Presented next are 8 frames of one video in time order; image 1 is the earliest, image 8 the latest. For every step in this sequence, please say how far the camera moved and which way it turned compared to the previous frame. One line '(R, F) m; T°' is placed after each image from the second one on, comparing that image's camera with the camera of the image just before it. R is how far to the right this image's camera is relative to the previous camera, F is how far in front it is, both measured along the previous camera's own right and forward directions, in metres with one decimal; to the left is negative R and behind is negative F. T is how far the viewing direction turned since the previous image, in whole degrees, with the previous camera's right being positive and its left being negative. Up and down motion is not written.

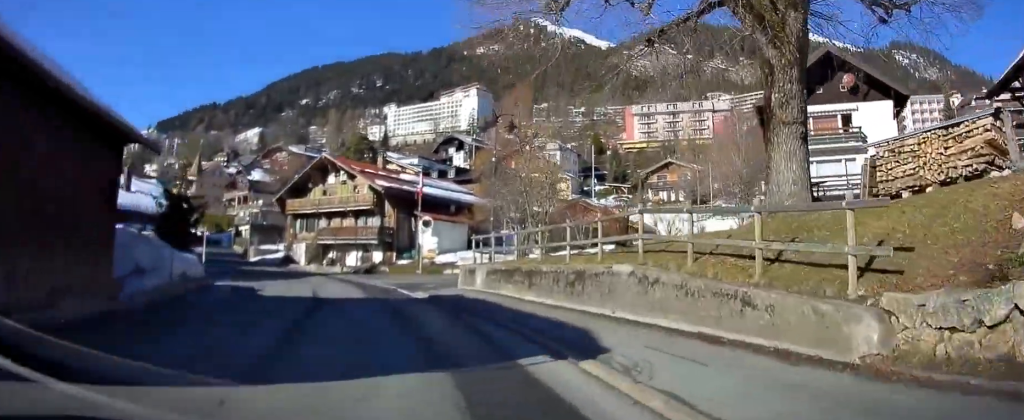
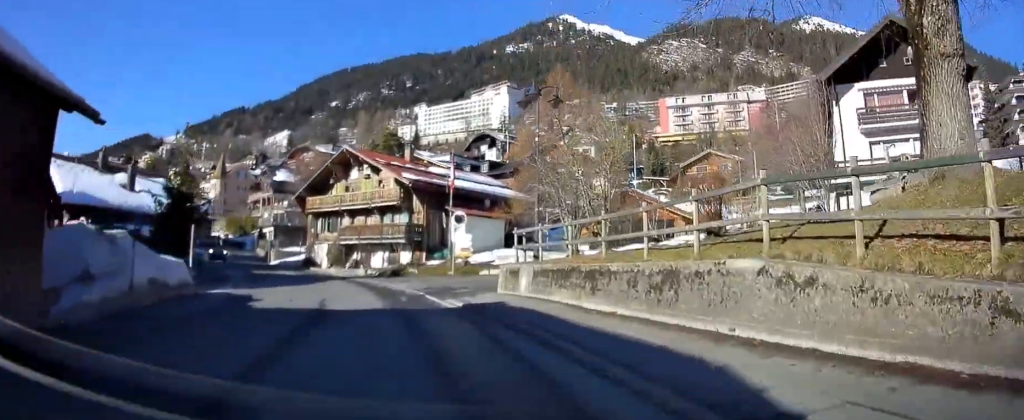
(0.0, +3.9) m; -4°
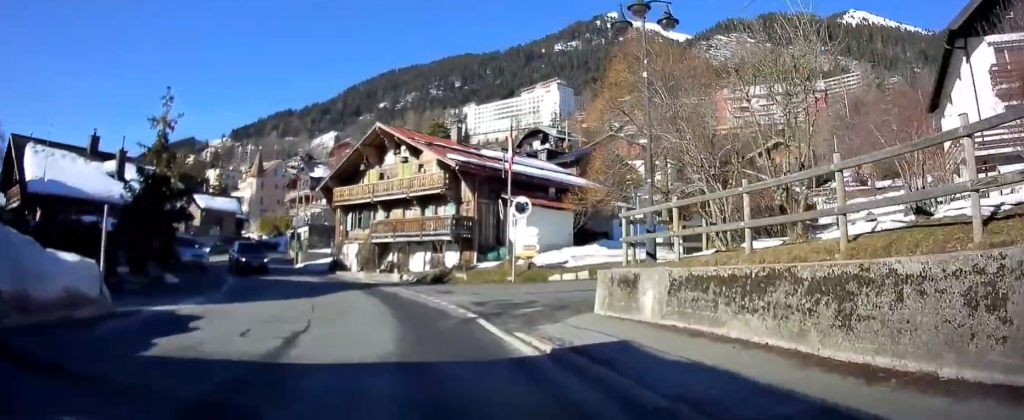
(-0.5, +7.1) m; -4°
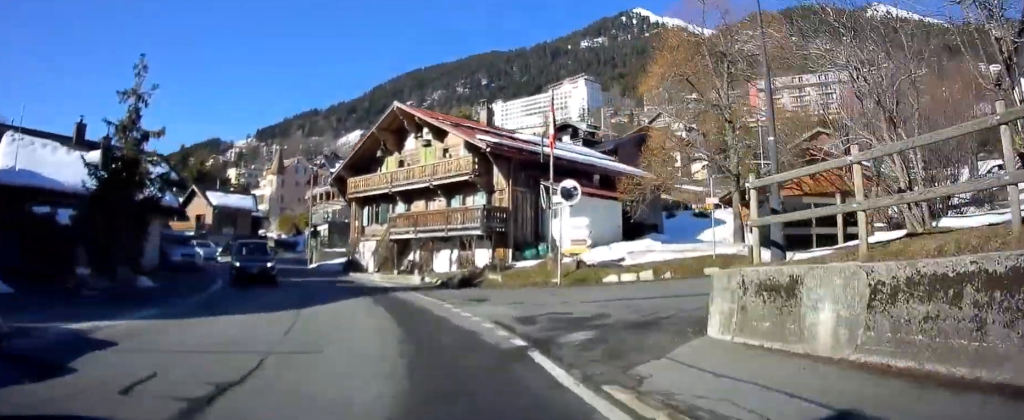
(0.0, +4.6) m; -2°
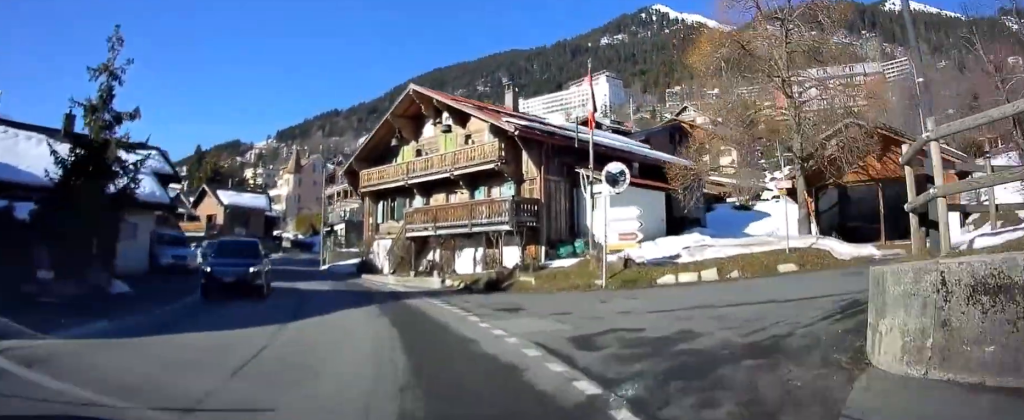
(+0.1, +3.1) m; -1°
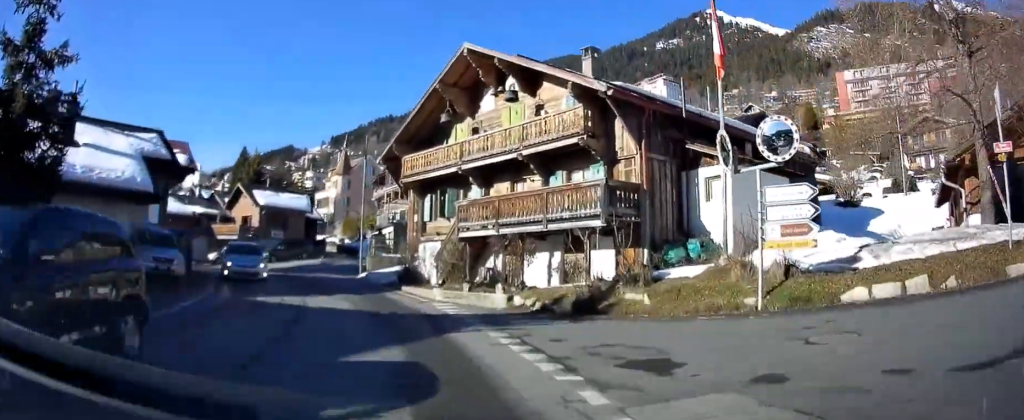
(-0.4, +6.2) m; -6°
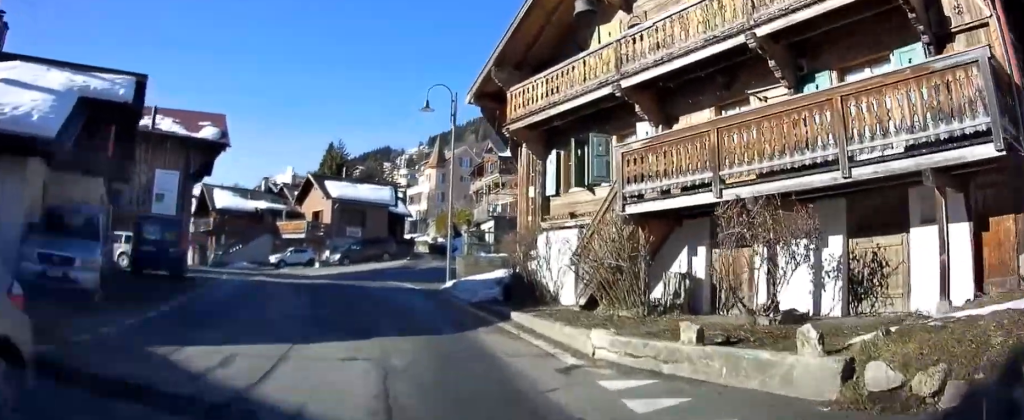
(-1.1, +10.0) m; -10°
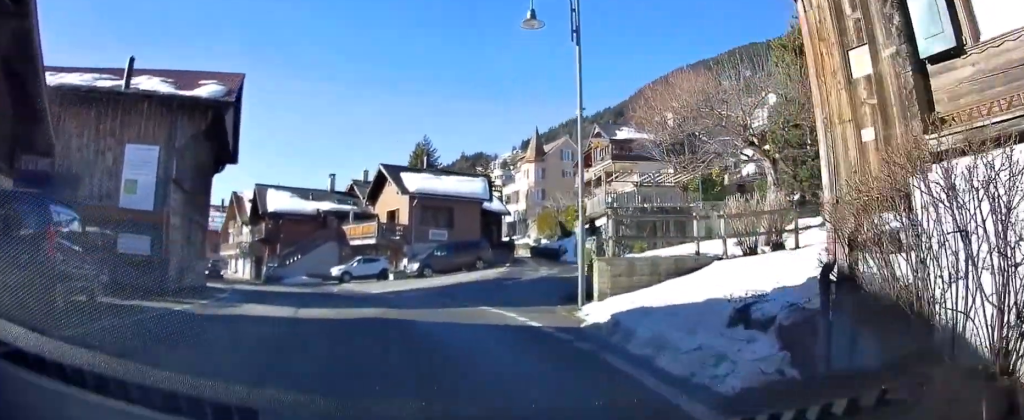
(-0.4, +10.2) m; -6°
